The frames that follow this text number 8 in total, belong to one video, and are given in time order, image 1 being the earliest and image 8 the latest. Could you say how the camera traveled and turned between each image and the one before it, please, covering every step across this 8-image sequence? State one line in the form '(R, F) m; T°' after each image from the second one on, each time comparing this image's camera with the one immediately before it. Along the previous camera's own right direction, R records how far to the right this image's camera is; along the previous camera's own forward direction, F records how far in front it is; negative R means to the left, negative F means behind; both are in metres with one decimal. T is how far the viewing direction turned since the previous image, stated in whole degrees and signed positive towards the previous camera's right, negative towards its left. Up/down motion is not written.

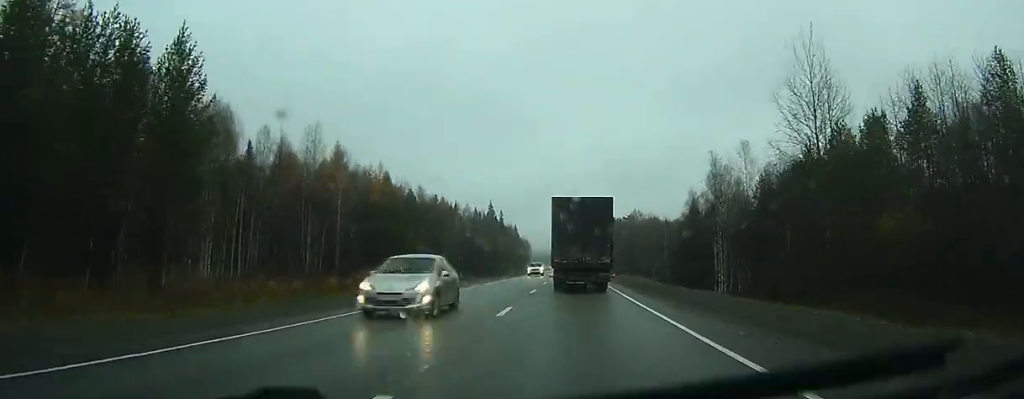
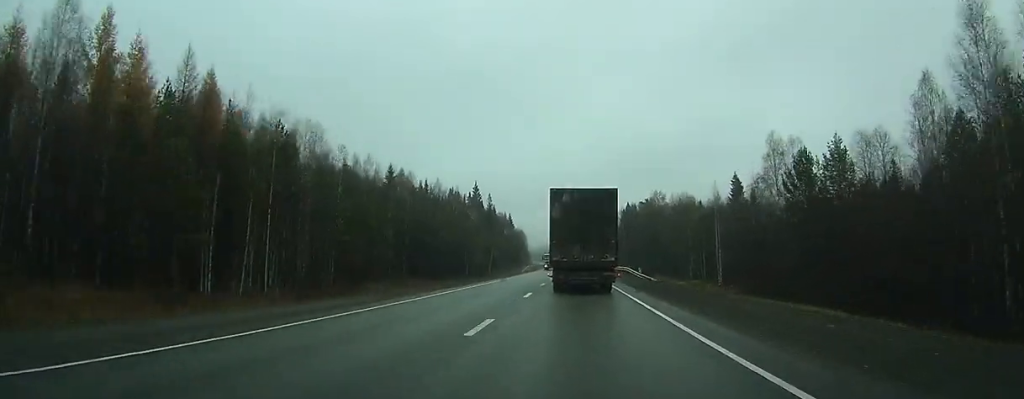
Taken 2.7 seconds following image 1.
(-0.1, +54.2) m; 0°
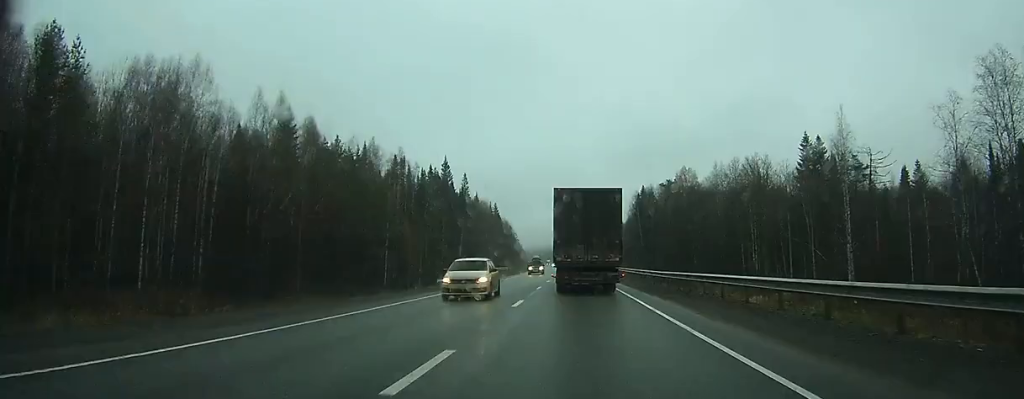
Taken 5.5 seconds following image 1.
(-0.1, +54.2) m; 0°
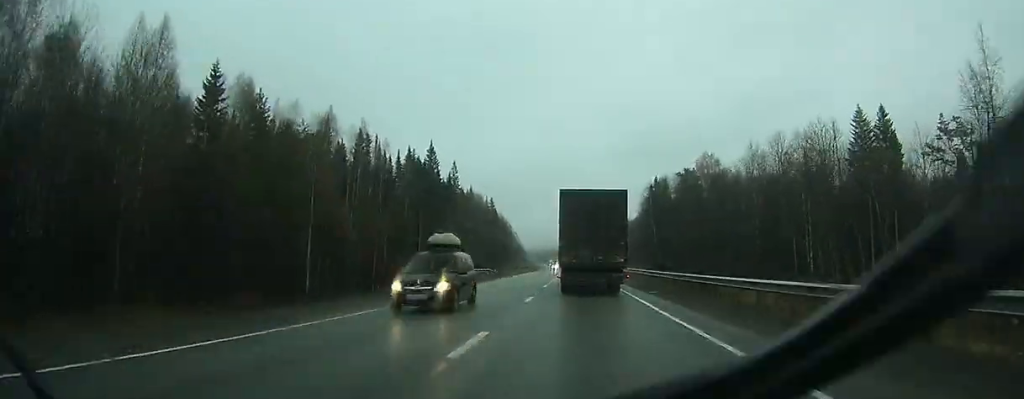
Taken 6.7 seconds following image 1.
(0.0, +21.3) m; 0°
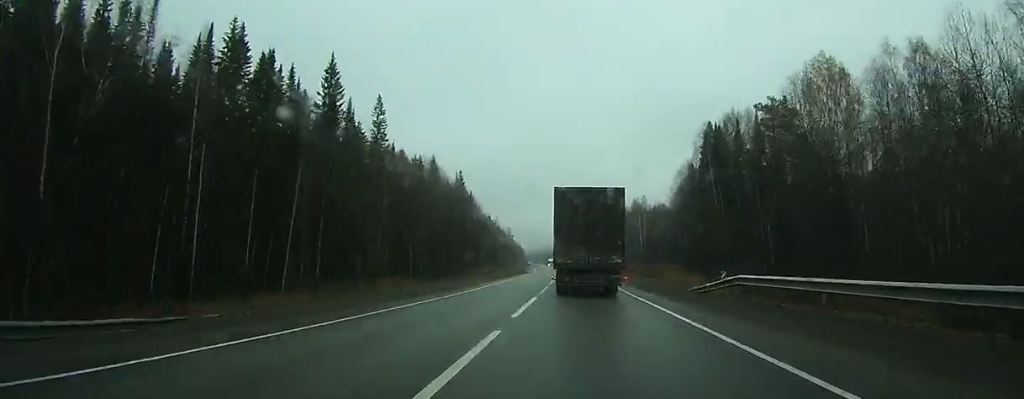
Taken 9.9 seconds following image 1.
(-0.2, +60.5) m; -1°
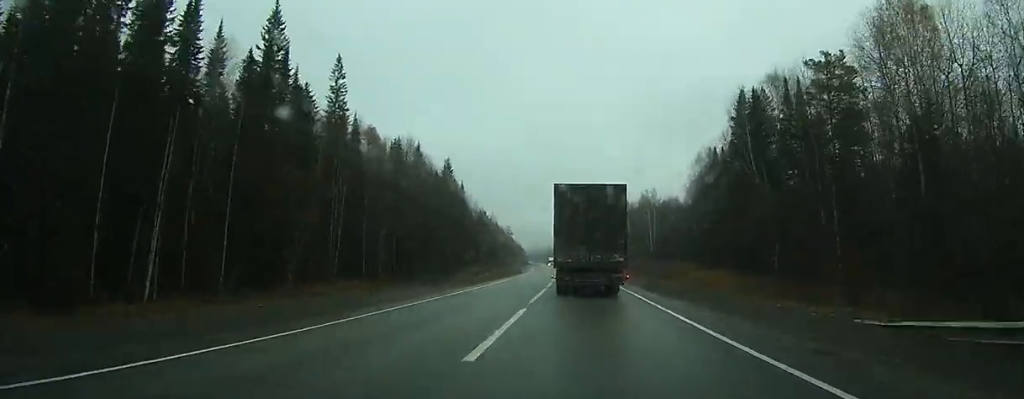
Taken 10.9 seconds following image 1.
(0.0, +18.2) m; 0°
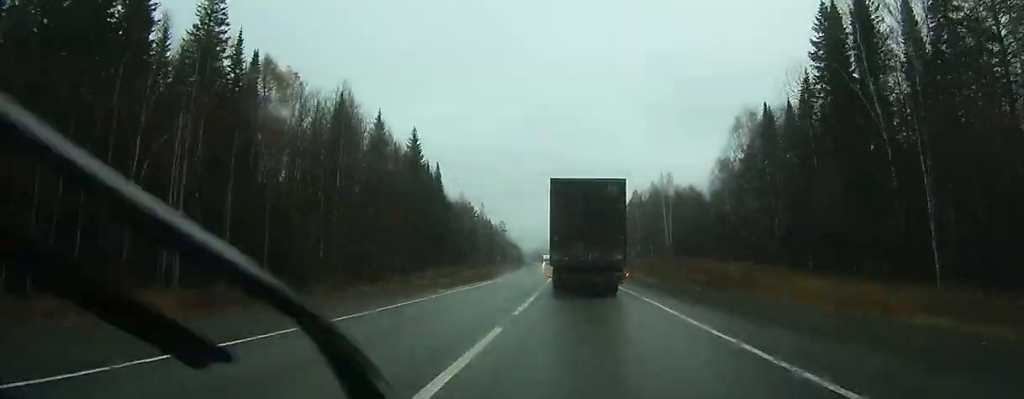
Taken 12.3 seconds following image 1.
(0.0, +30.3) m; 0°
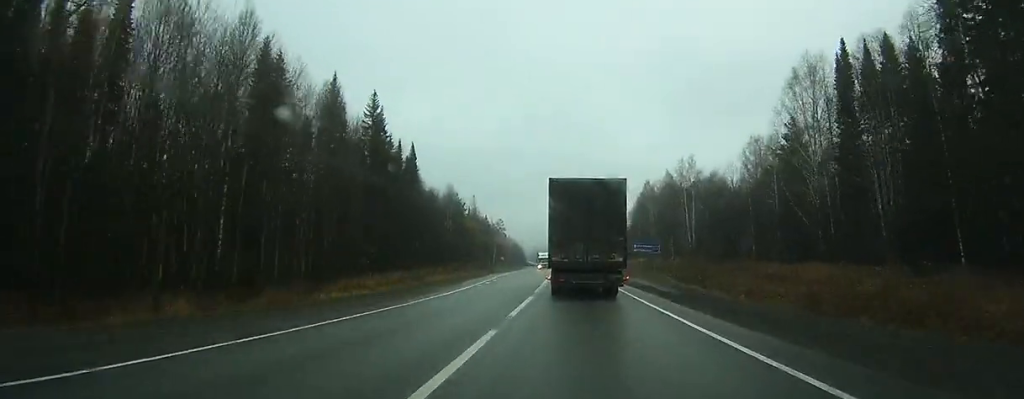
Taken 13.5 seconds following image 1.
(-0.1, +25.0) m; 0°
